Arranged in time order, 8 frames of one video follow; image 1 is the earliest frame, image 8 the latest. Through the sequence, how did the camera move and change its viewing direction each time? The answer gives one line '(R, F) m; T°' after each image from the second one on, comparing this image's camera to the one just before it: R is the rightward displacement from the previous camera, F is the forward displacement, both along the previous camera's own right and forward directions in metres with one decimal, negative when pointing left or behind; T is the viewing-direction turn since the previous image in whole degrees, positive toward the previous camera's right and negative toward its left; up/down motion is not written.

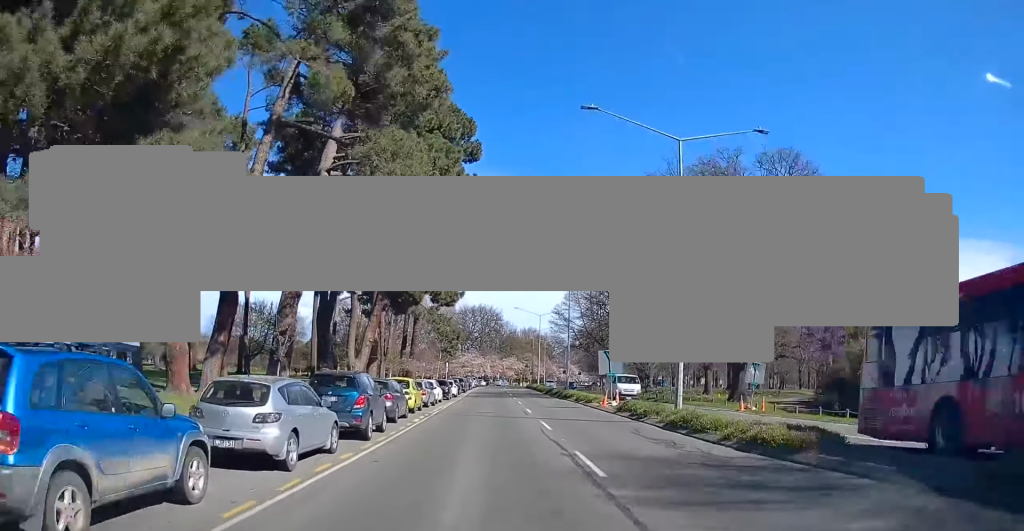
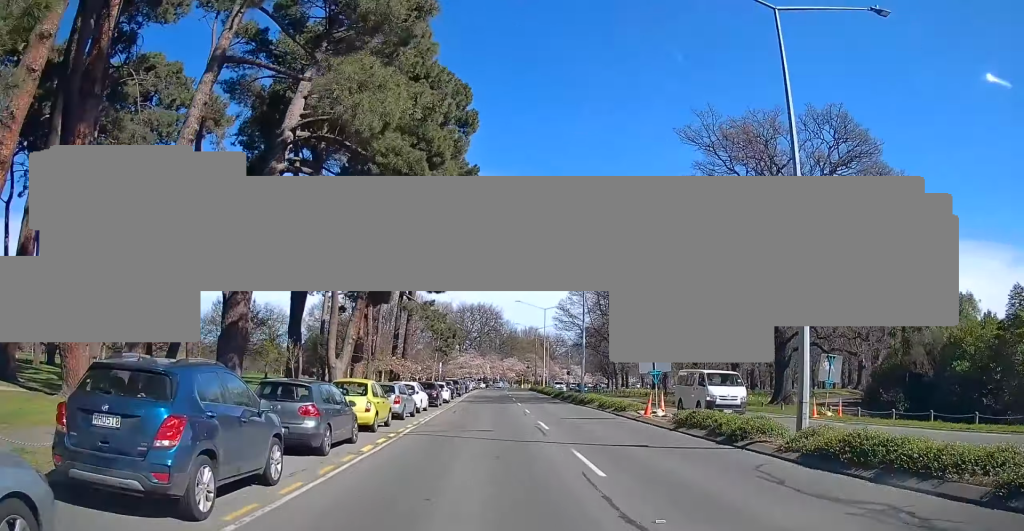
(+0.1, +9.3) m; +1°
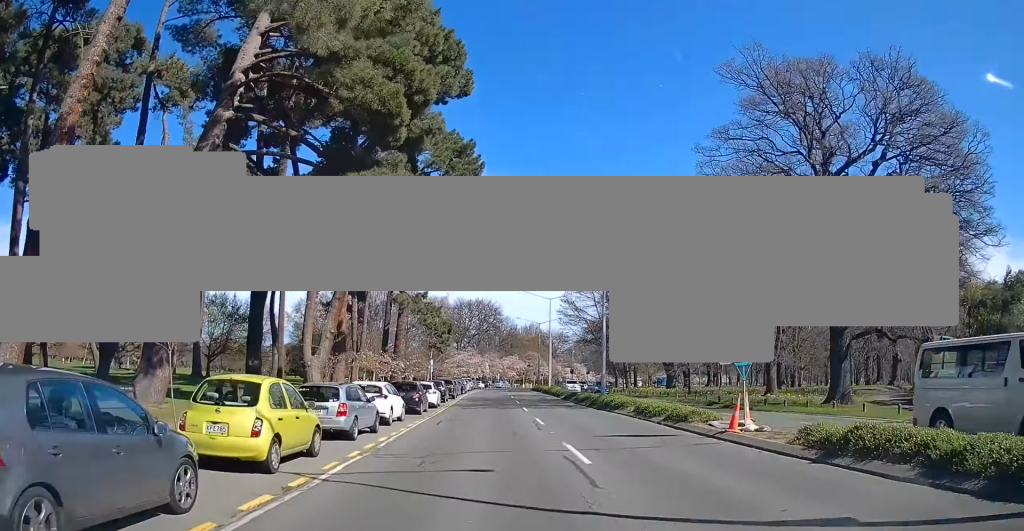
(+0.2, +8.8) m; +1°
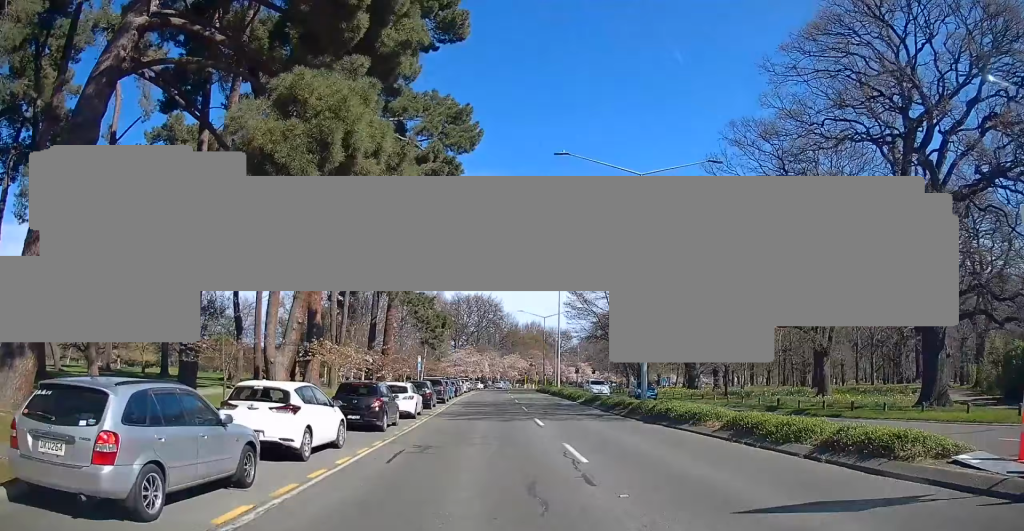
(0.0, +10.0) m; -3°
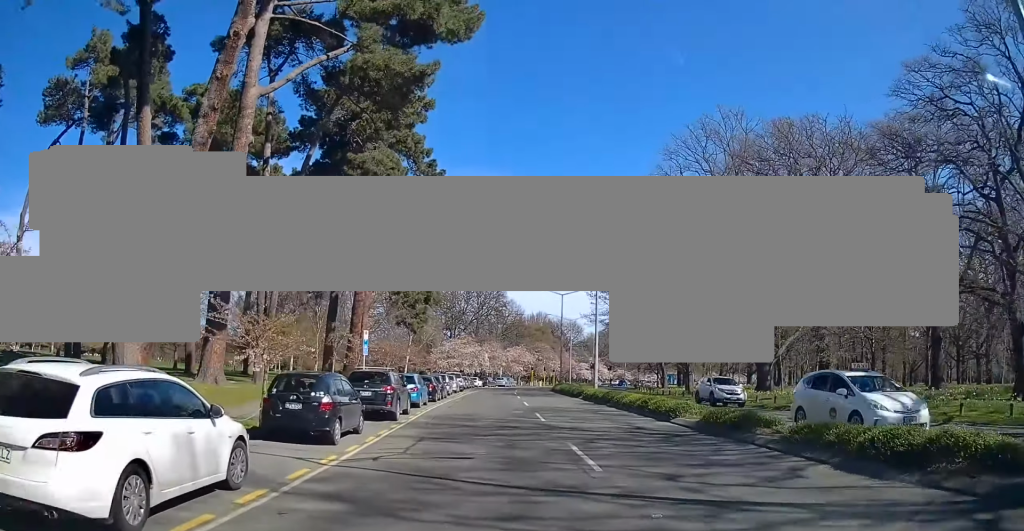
(-0.6, +20.9) m; -1°
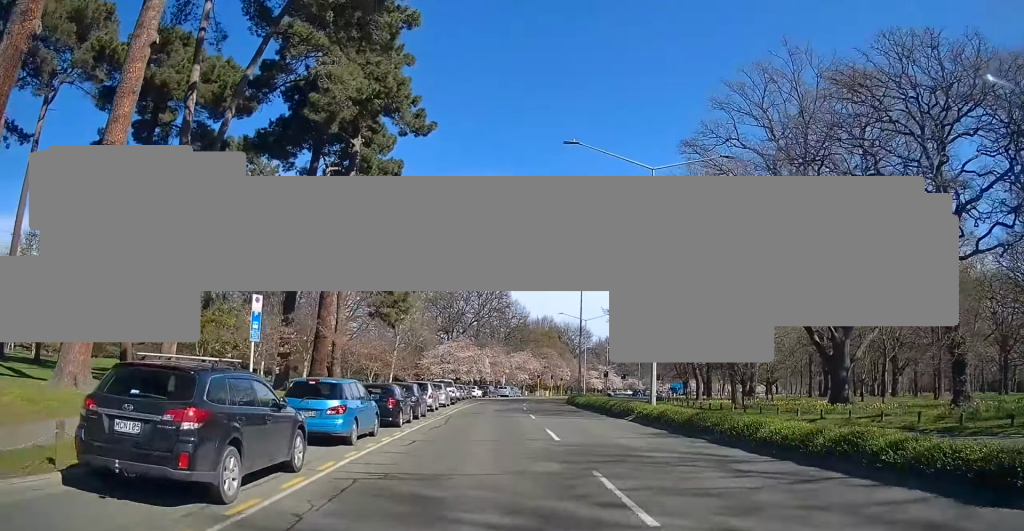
(0.0, +13.5) m; 0°
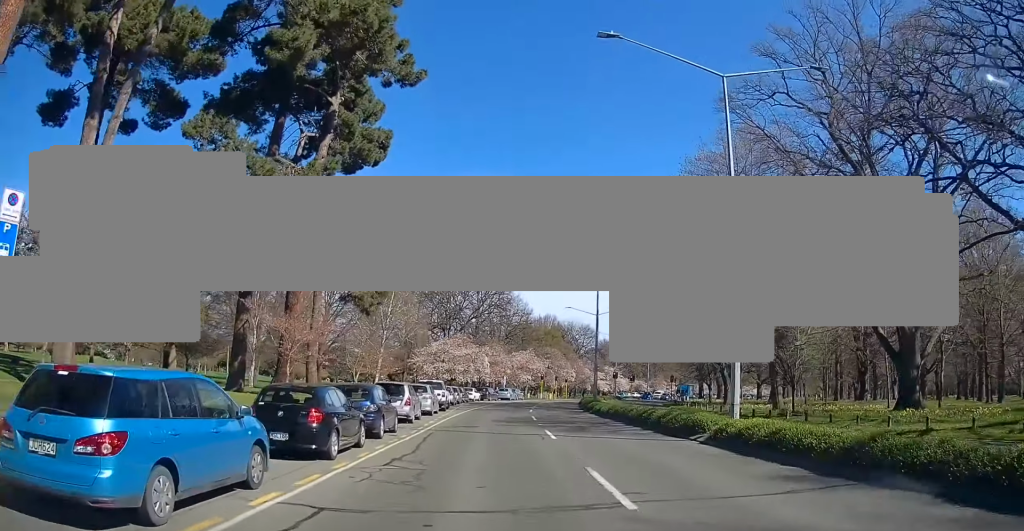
(-0.1, +8.8) m; 0°
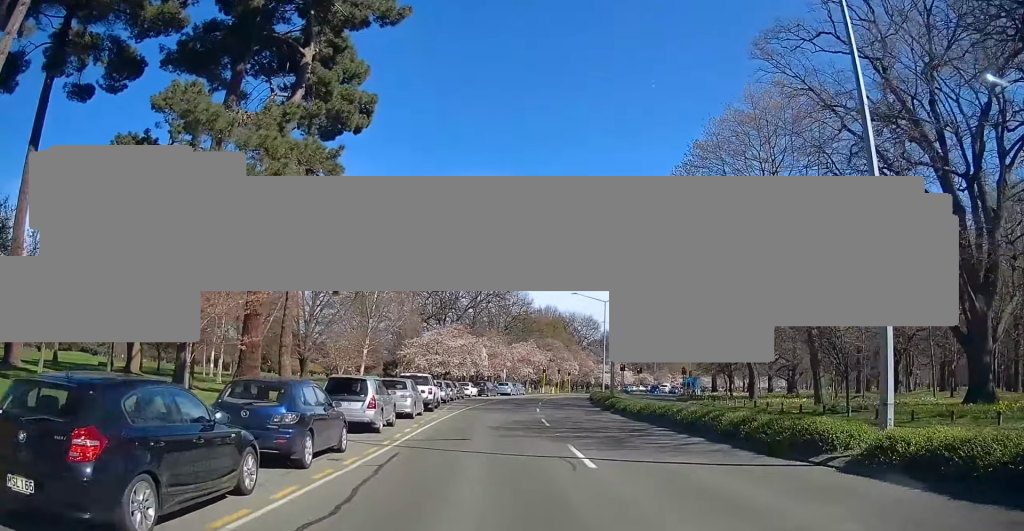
(+0.4, +7.1) m; +1°
